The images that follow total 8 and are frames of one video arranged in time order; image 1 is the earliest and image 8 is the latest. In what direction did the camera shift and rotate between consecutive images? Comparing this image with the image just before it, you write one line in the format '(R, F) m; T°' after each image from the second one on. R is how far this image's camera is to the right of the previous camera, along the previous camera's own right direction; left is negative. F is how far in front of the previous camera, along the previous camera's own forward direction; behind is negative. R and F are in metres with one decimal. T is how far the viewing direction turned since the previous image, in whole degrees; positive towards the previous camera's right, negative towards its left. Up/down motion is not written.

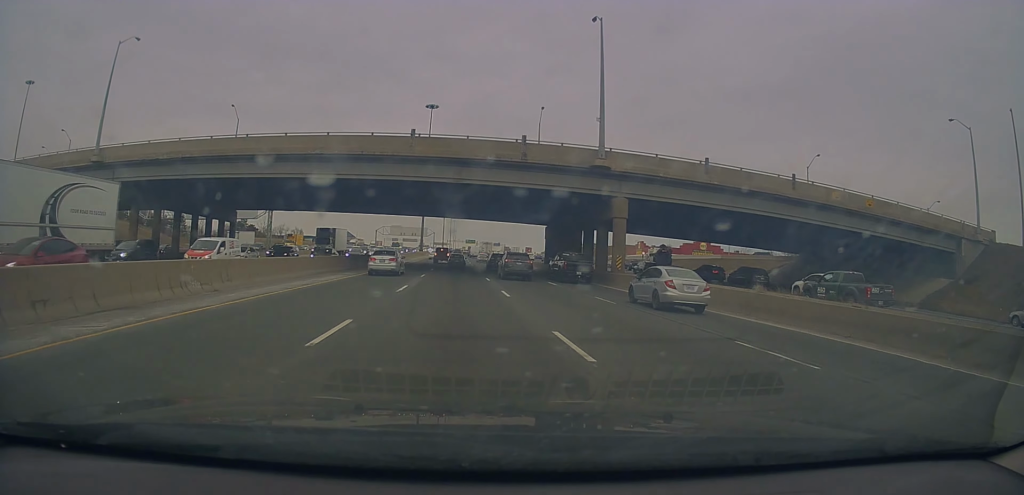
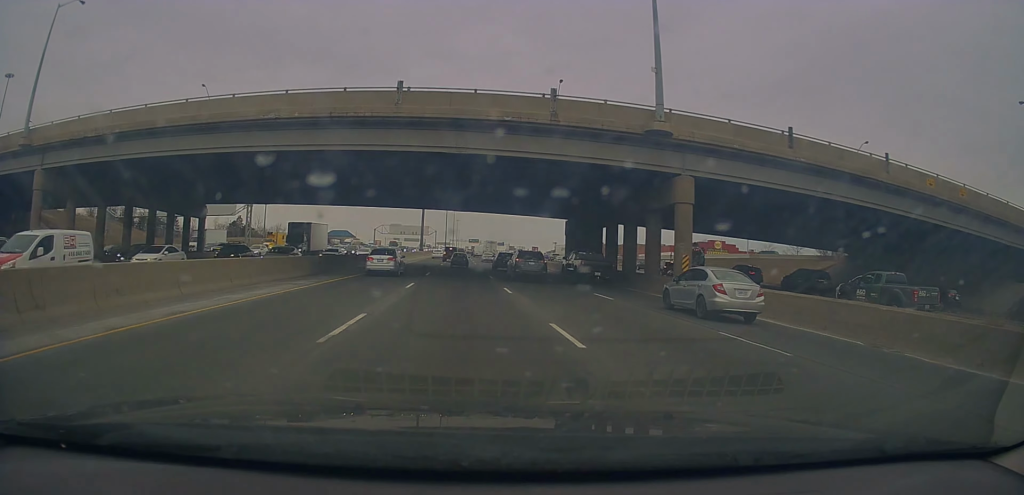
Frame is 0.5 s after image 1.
(0.0, +10.5) m; 0°
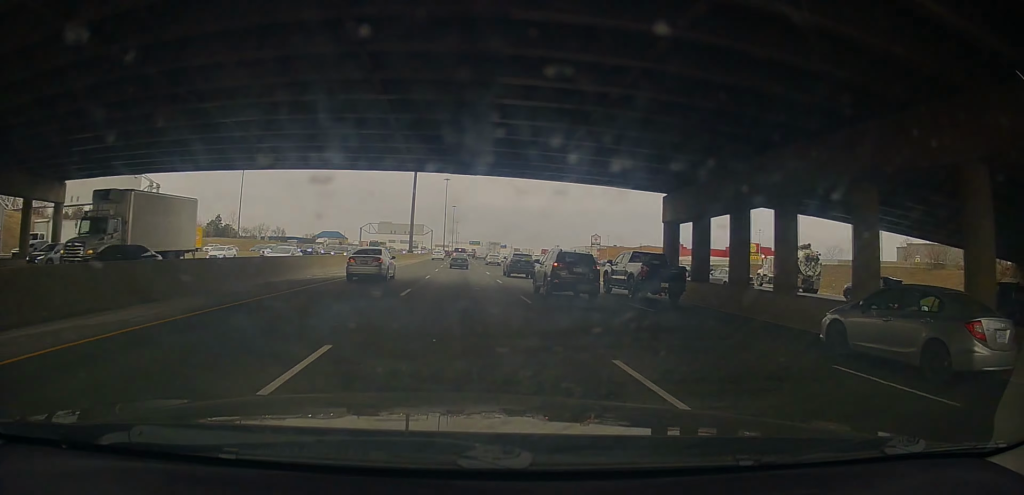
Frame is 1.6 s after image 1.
(-0.5, +26.0) m; 0°
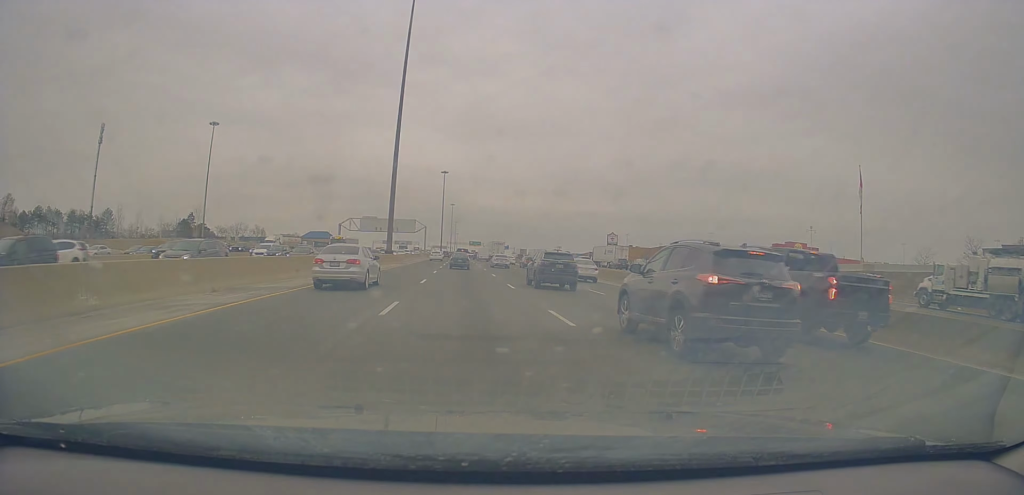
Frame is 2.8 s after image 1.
(+0.1, +27.4) m; +1°
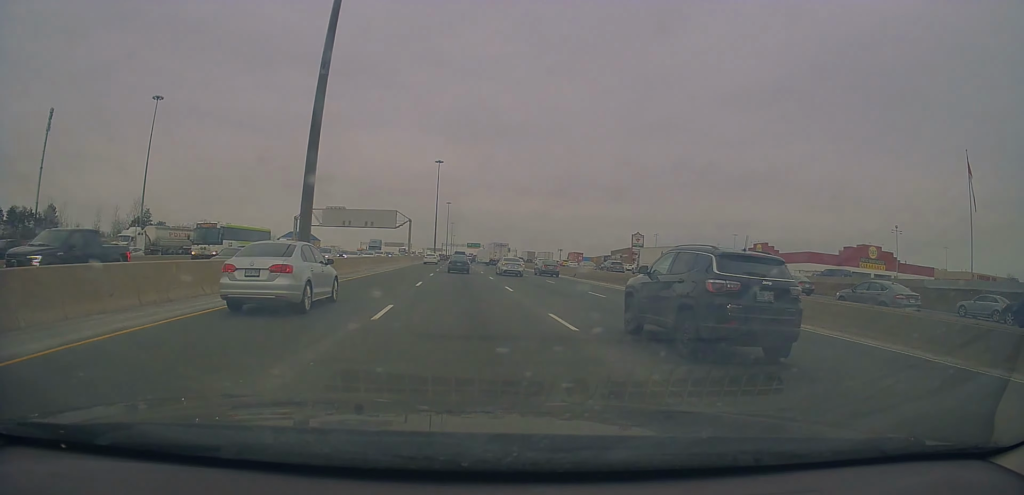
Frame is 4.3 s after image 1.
(+0.5, +34.9) m; 0°
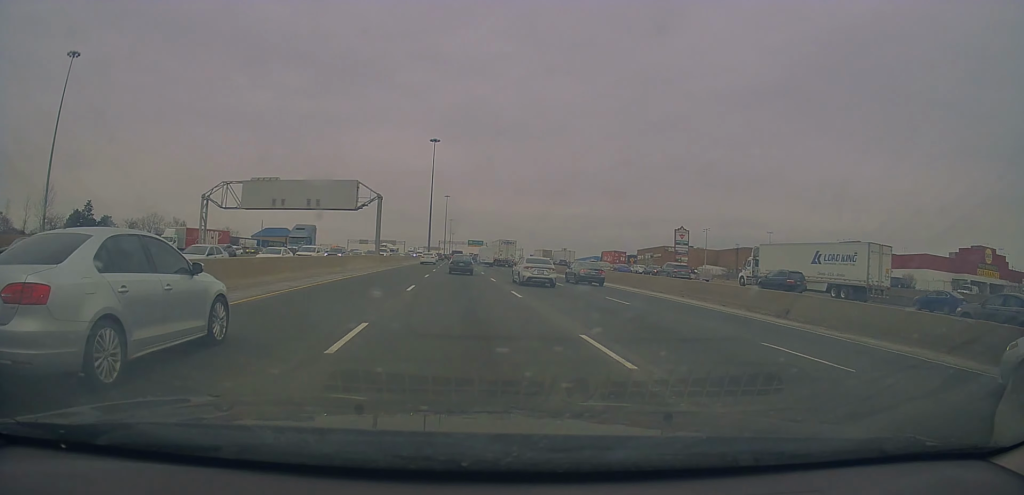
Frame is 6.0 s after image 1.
(-1.0, +39.1) m; -1°
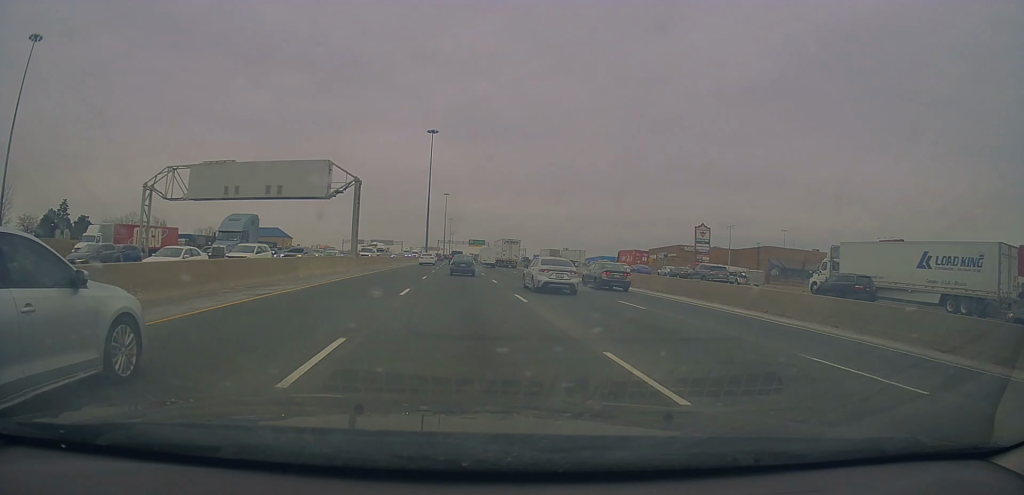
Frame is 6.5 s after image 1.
(0.0, +13.4) m; 0°
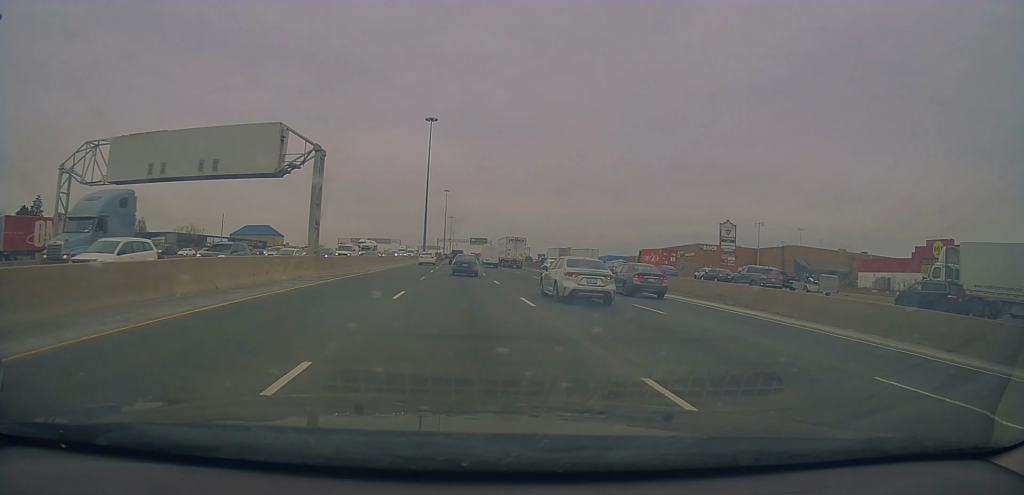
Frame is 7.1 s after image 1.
(-0.1, +13.4) m; +1°
